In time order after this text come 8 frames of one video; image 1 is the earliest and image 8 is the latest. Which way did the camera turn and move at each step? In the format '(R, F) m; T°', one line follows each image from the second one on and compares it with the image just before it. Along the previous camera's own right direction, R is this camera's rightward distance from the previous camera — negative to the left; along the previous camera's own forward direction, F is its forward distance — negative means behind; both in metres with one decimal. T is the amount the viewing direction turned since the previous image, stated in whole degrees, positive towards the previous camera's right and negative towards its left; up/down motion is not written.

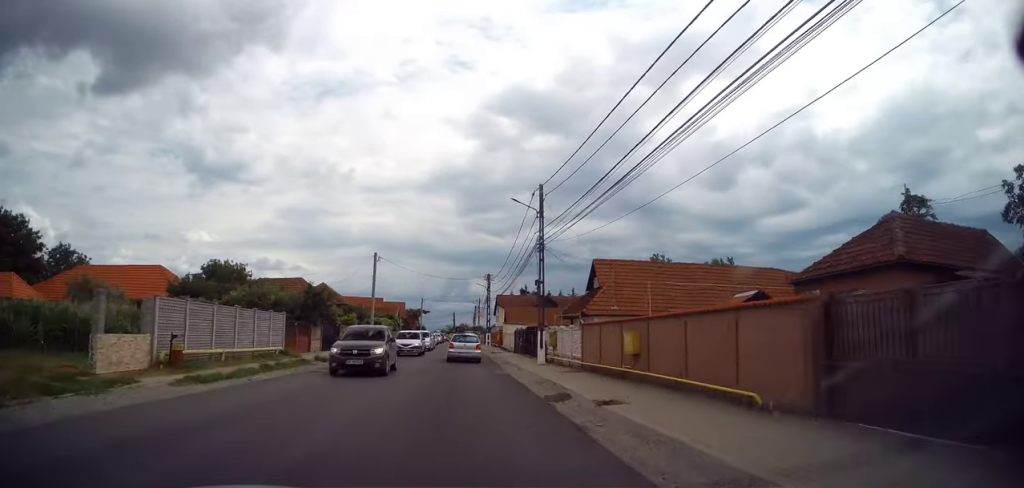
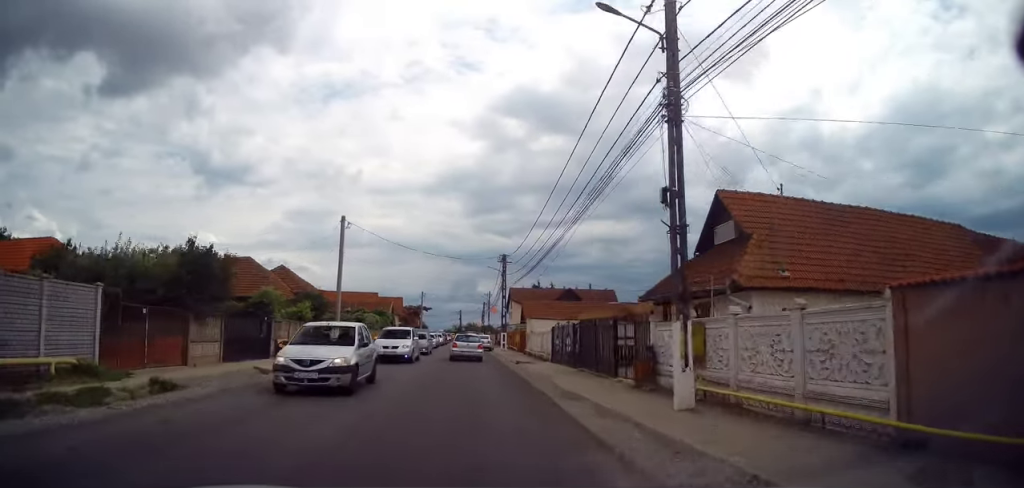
(+0.3, +15.0) m; +2°
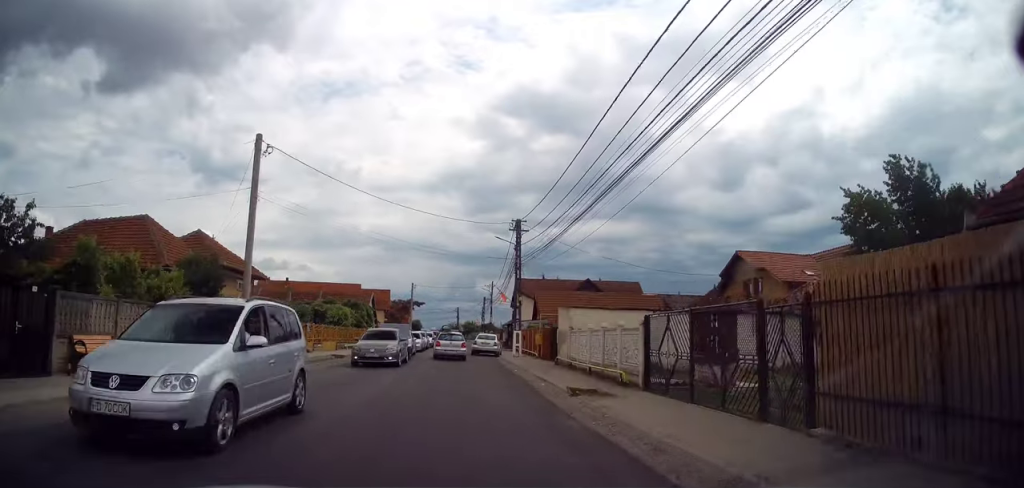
(-0.4, +13.2) m; -2°
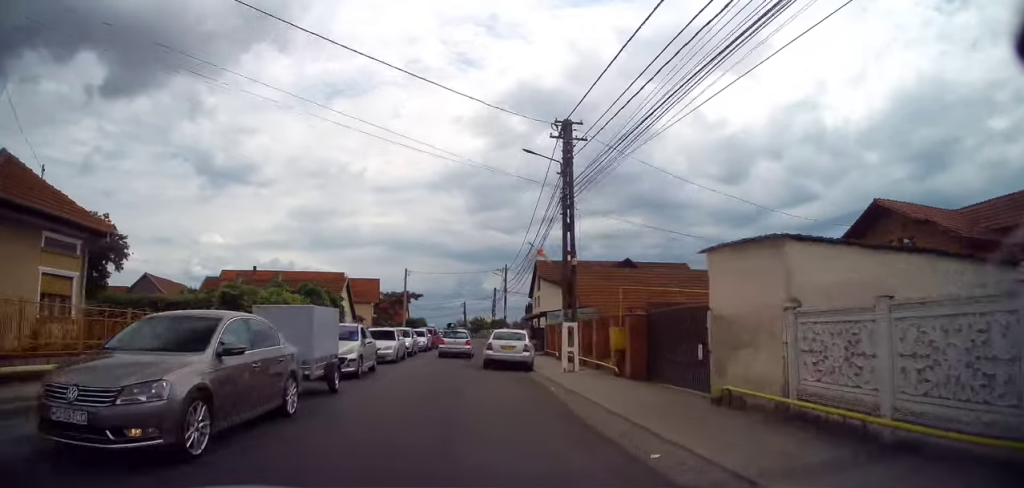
(+0.3, +14.8) m; -2°
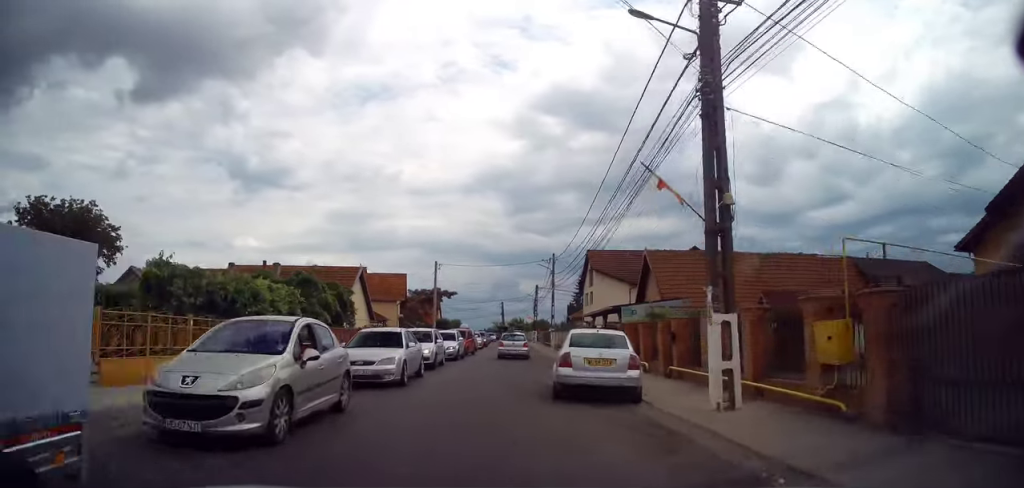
(-0.5, +9.1) m; -1°
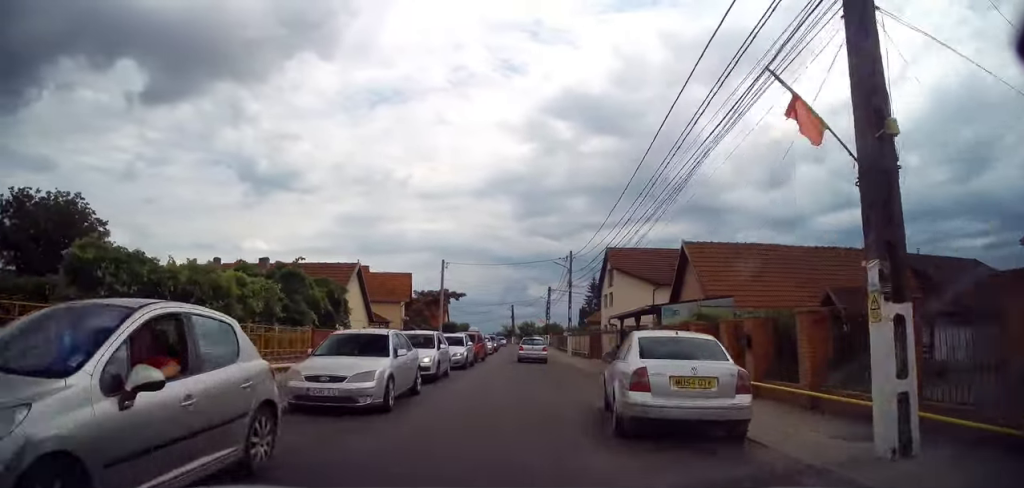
(-0.2, +4.3) m; +1°
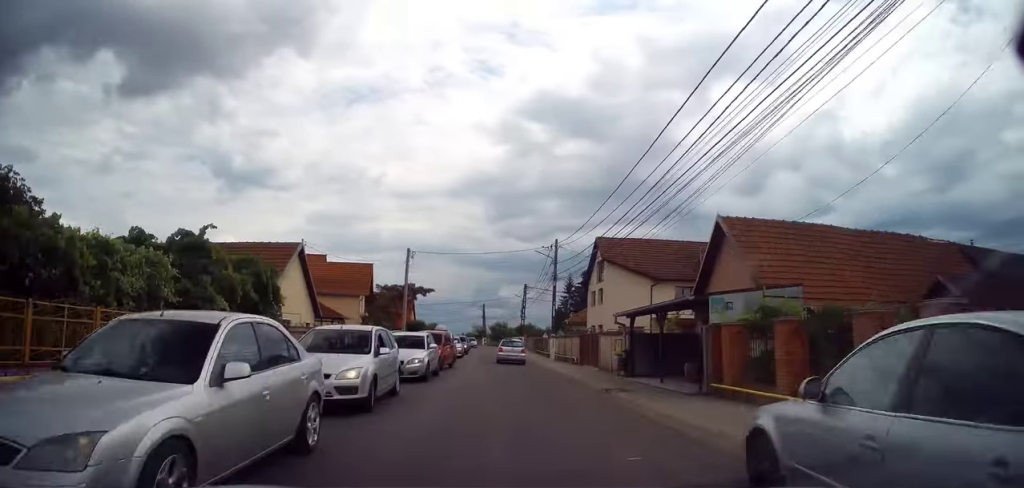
(+0.6, +6.6) m; +5°
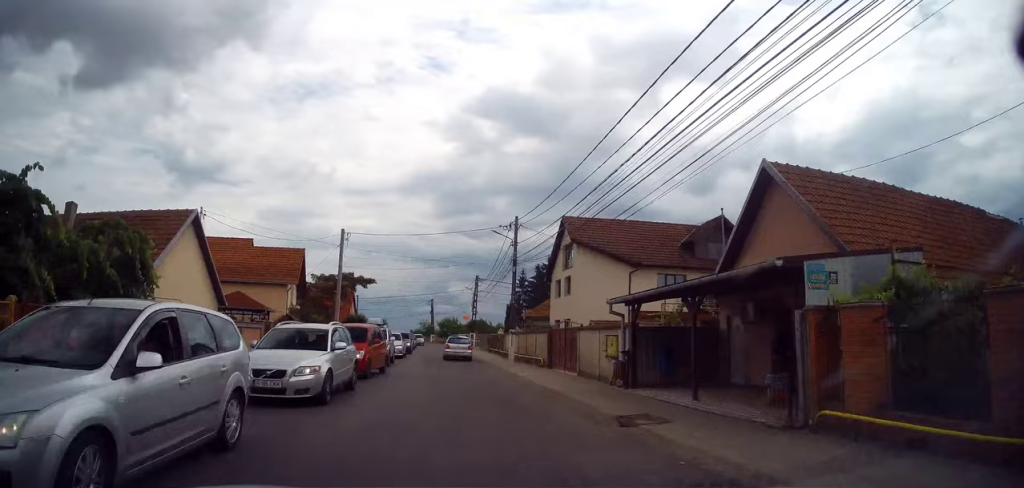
(+0.2, +6.4) m; +1°
